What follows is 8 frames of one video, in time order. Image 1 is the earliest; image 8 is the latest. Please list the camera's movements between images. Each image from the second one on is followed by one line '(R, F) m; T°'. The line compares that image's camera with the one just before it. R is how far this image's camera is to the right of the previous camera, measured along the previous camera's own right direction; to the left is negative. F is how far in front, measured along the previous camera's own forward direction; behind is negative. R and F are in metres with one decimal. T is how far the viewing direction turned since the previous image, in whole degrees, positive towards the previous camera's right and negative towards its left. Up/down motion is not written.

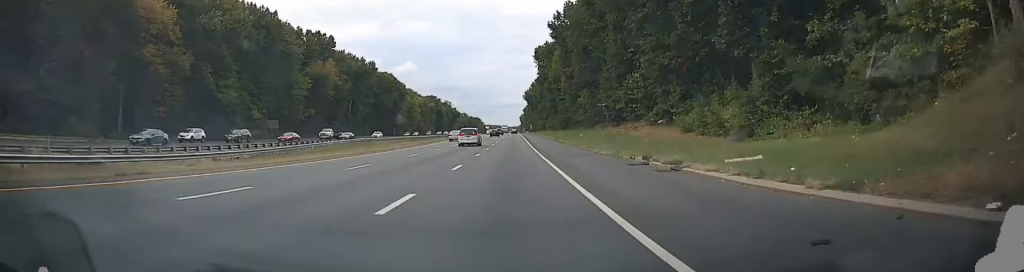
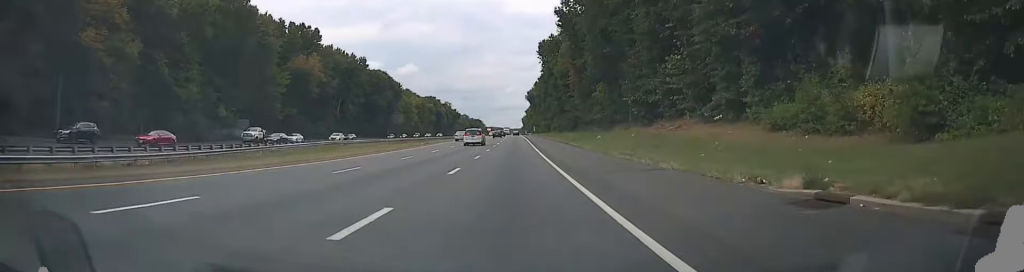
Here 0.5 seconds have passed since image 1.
(+0.2, +14.4) m; 0°
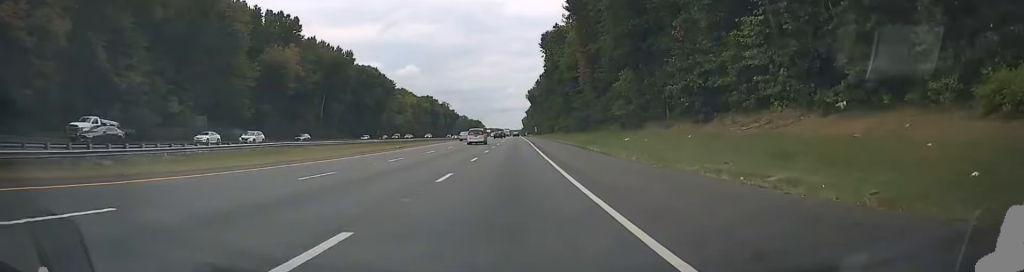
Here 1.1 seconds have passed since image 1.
(-0.2, +15.2) m; 0°
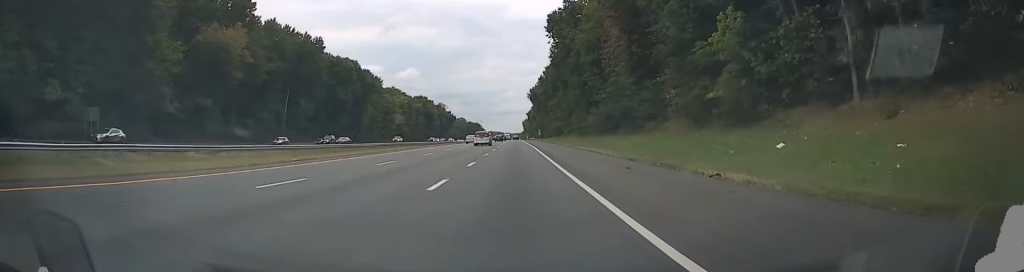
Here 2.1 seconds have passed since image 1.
(-0.3, +26.8) m; 0°
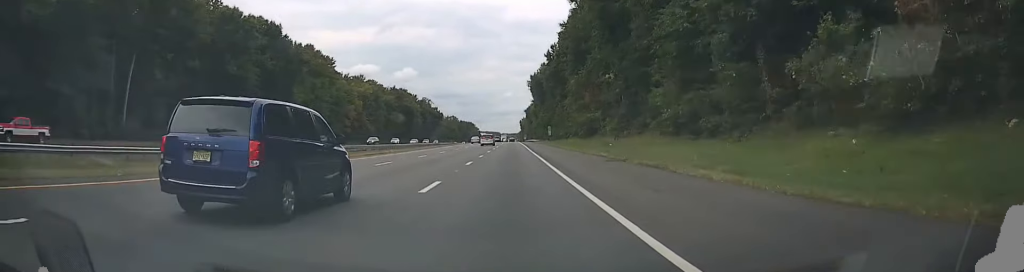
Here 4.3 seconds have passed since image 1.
(+0.9, +59.8) m; +1°
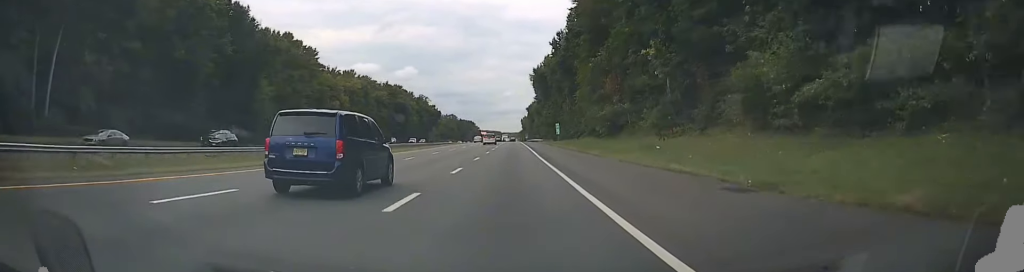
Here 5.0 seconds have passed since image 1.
(0.0, +17.0) m; 0°
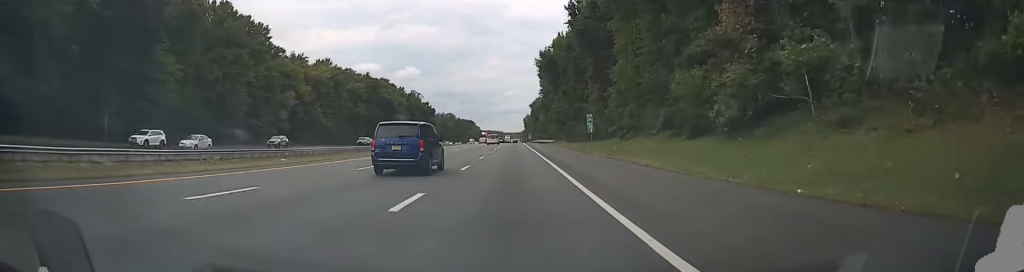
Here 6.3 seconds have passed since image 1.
(-0.4, +35.3) m; 0°
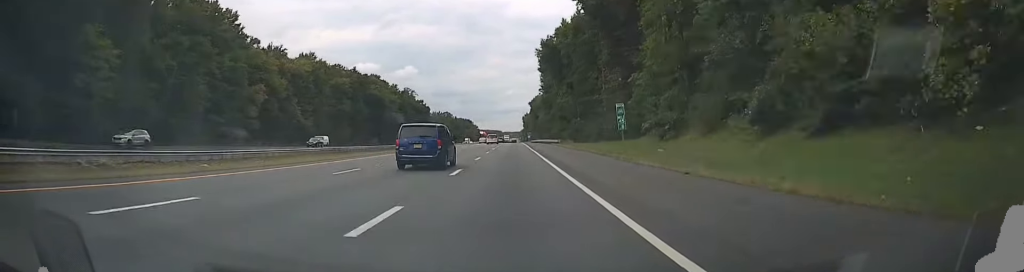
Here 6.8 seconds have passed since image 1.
(+0.1, +14.7) m; 0°
